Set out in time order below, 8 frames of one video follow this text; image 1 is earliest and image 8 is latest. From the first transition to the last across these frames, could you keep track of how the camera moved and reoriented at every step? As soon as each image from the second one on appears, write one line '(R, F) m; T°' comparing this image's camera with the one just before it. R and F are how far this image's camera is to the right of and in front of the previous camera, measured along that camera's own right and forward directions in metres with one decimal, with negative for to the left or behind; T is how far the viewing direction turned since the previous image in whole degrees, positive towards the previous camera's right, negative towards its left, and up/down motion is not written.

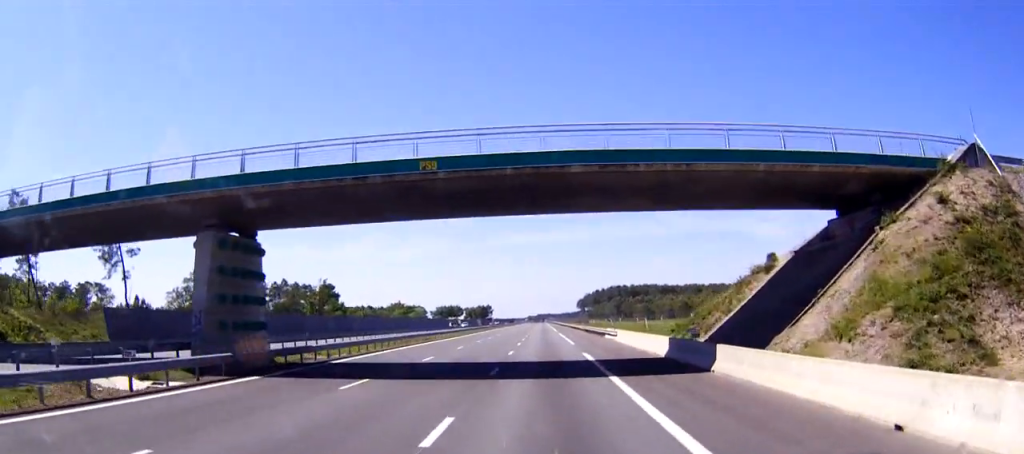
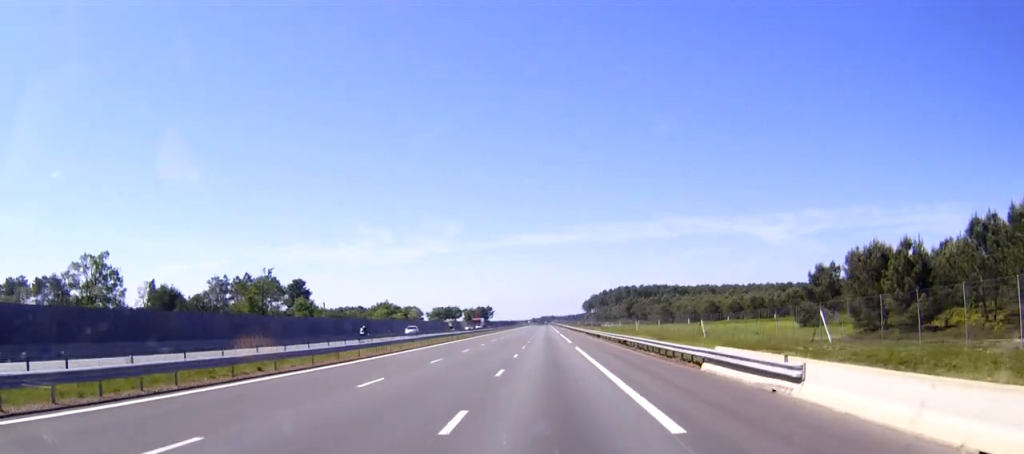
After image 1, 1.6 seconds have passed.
(0.0, +37.5) m; 0°
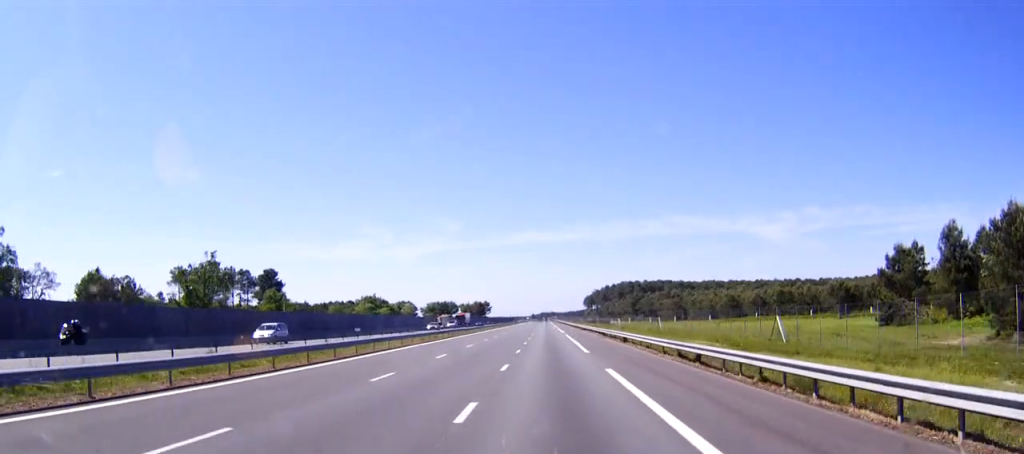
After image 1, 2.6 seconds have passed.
(0.0, +24.7) m; 0°
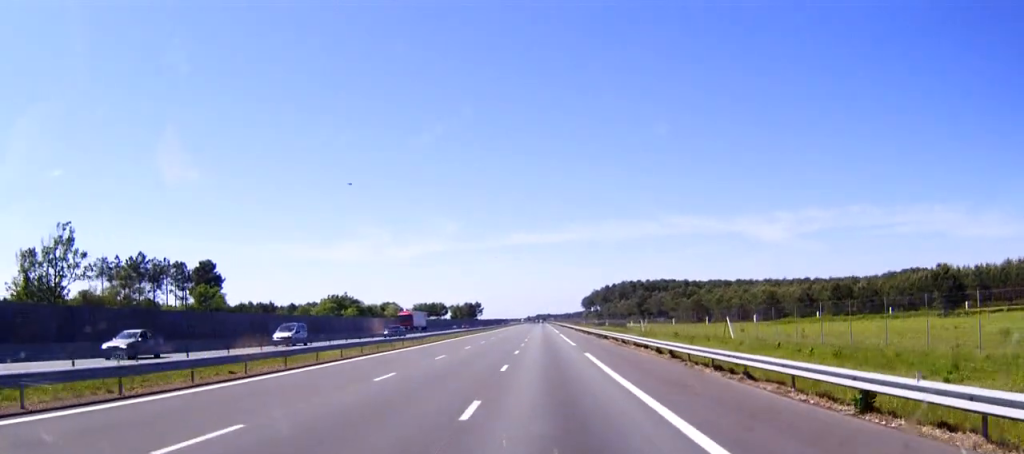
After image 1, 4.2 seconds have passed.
(0.0, +38.4) m; 0°
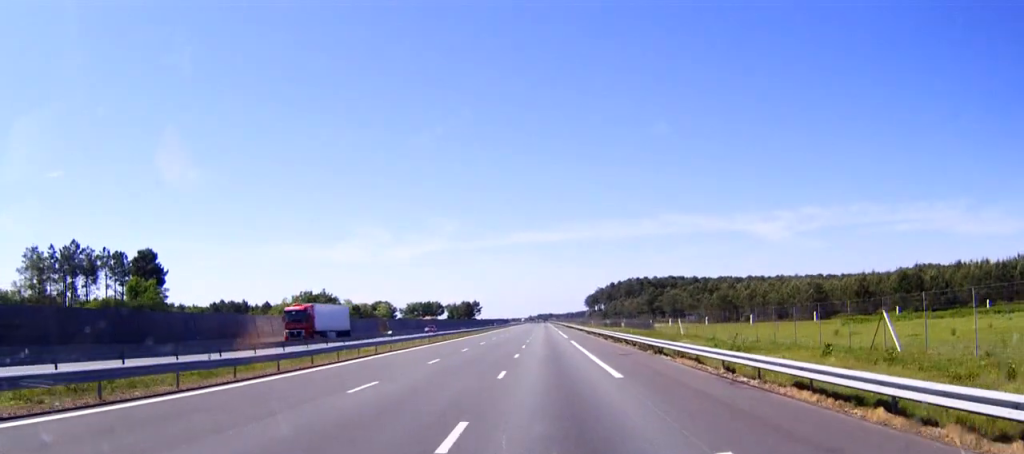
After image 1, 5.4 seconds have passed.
(0.0, +29.0) m; 0°
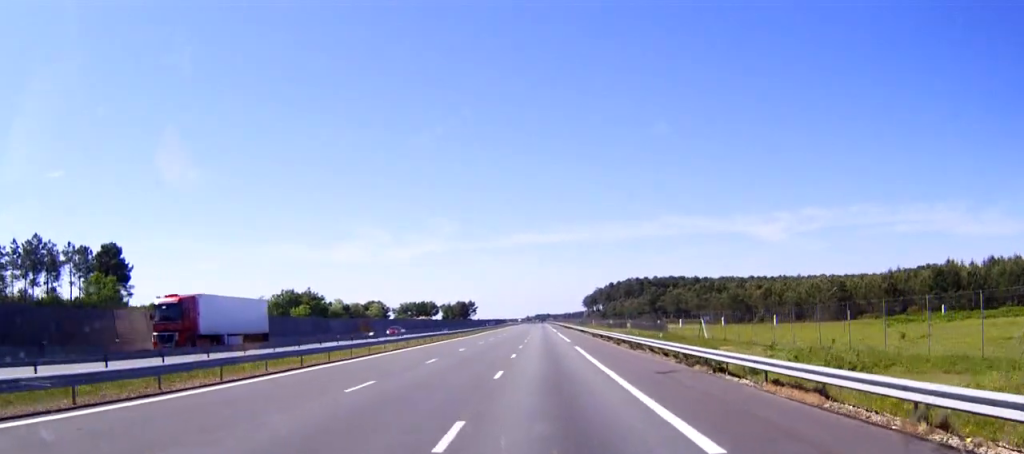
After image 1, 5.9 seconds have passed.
(0.0, +12.9) m; 0°
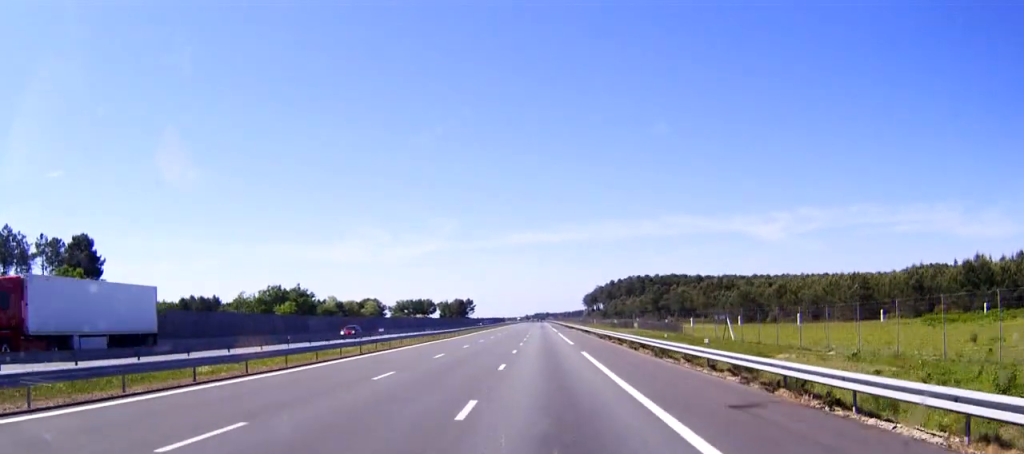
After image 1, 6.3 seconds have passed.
(0.0, +9.7) m; 0°
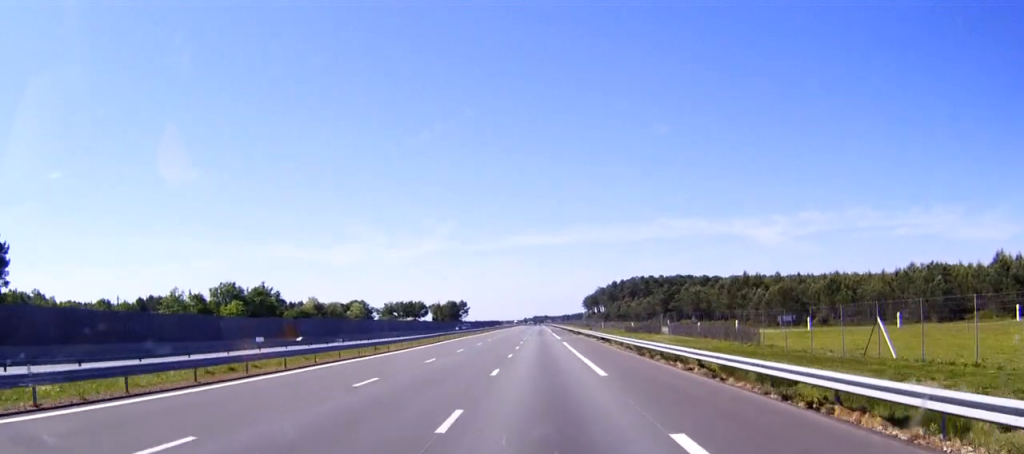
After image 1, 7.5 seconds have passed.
(+0.1, +27.5) m; 0°
